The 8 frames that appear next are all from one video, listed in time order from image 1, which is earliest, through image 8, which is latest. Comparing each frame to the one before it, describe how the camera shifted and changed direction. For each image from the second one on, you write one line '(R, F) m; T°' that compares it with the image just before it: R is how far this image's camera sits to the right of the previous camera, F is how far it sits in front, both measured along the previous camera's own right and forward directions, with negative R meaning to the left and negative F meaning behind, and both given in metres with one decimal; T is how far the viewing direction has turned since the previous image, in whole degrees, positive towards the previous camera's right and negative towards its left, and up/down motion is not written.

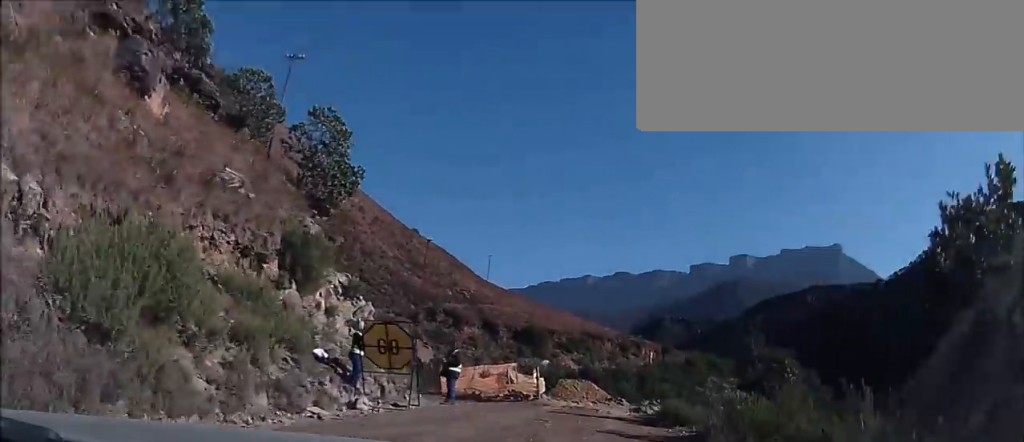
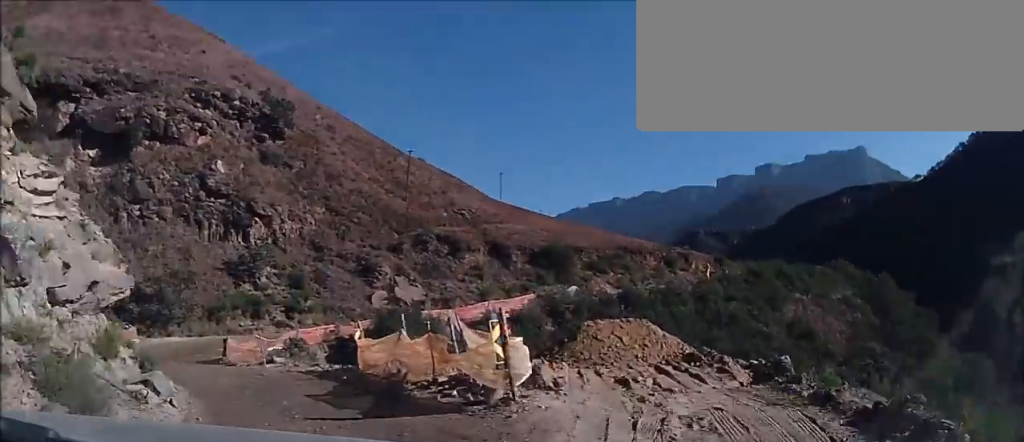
(+0.5, +19.2) m; +1°
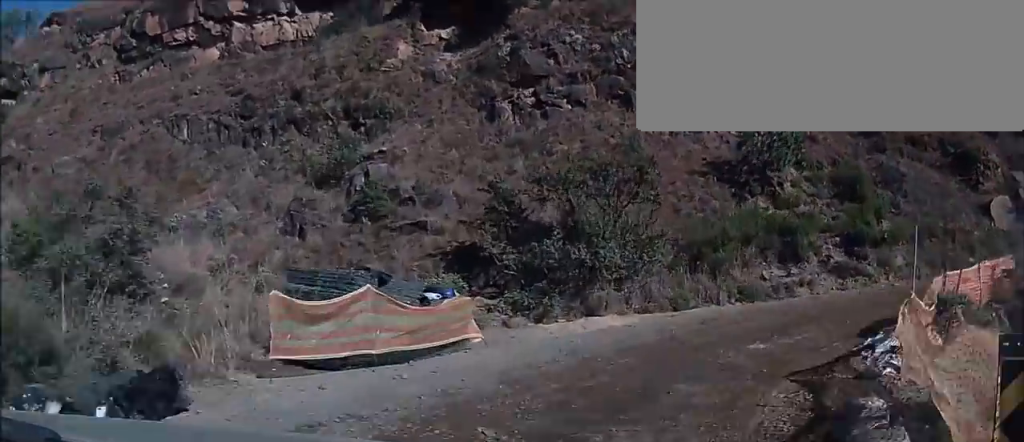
(0.0, +24.6) m; +21°
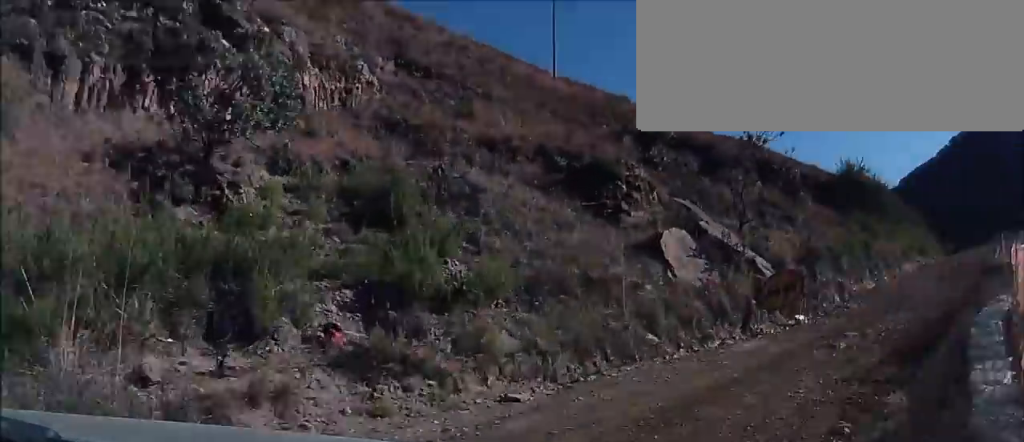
(-1.0, +13.1) m; +14°
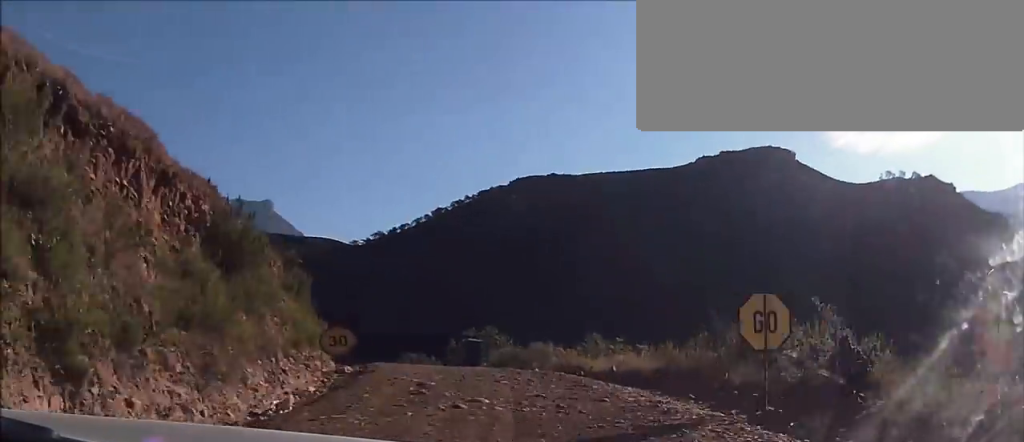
(+16.4, +40.1) m; +17°
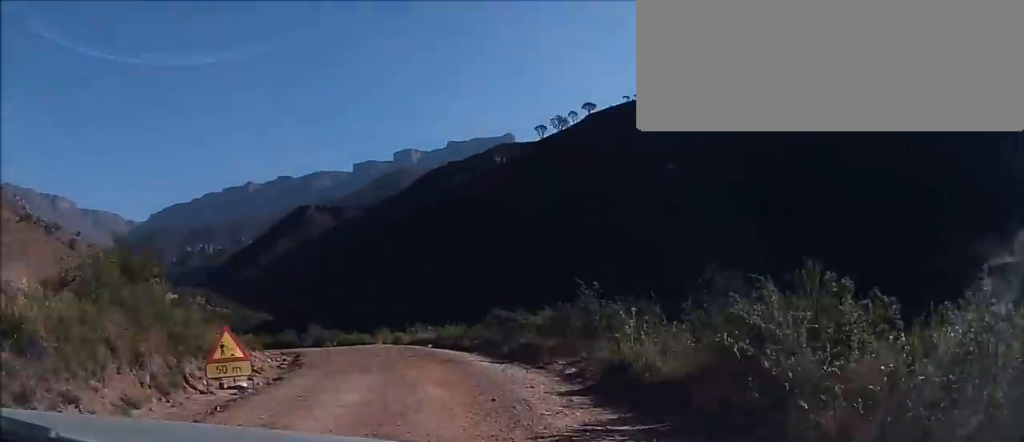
(-16.6, +83.0) m; -27°
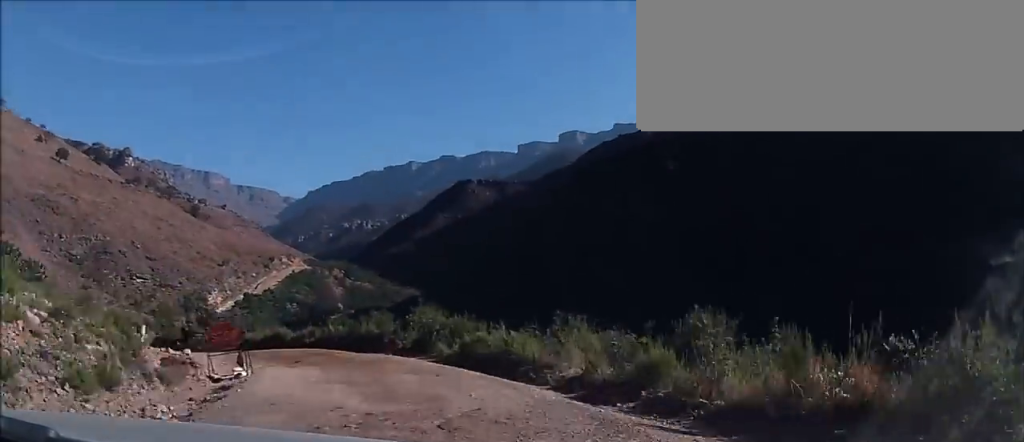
(-2.1, +27.8) m; -15°
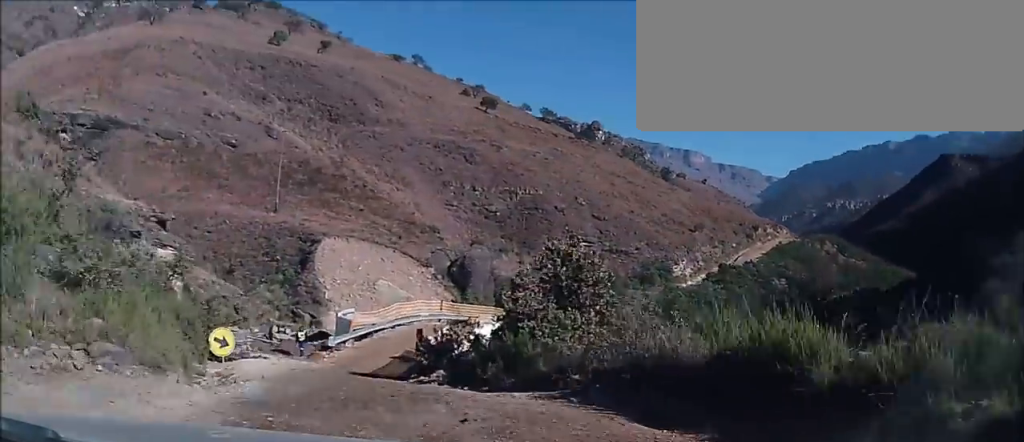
(-6.7, +31.8) m; -18°
